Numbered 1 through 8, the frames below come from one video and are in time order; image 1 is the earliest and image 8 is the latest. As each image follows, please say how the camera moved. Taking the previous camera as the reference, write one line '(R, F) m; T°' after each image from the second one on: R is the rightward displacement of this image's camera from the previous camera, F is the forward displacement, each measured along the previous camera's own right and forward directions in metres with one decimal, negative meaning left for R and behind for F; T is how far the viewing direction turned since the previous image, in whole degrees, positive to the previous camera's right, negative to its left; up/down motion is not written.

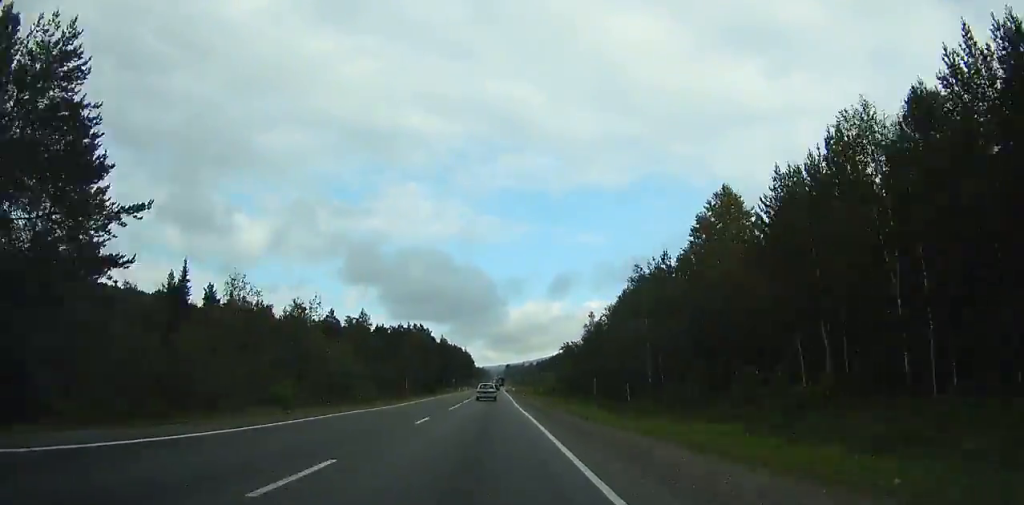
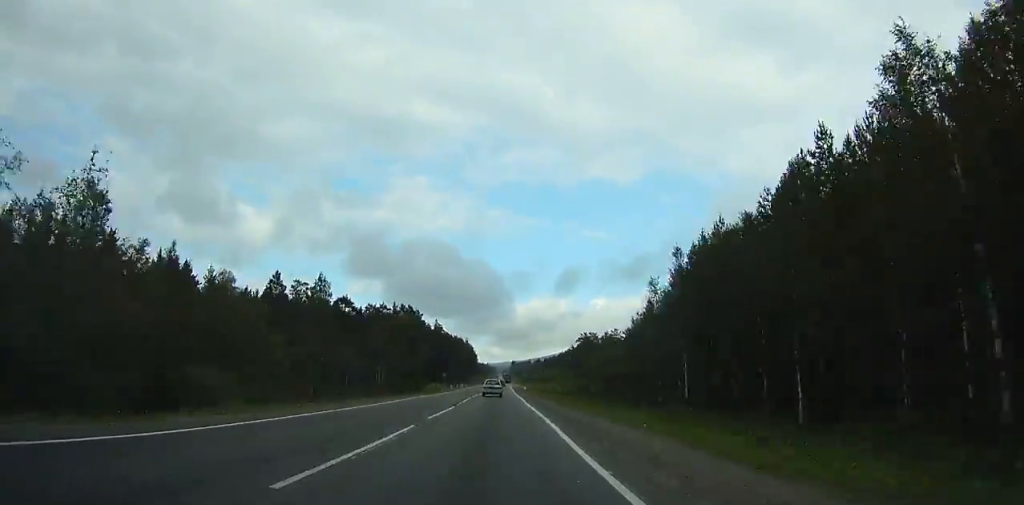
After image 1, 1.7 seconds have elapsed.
(-0.1, +35.5) m; 0°
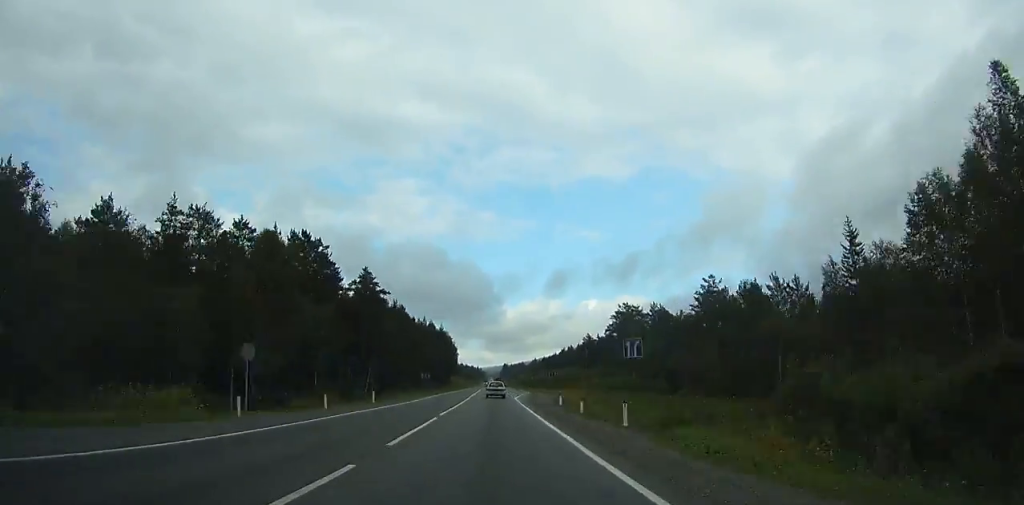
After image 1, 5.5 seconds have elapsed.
(0.0, +78.5) m; 0°
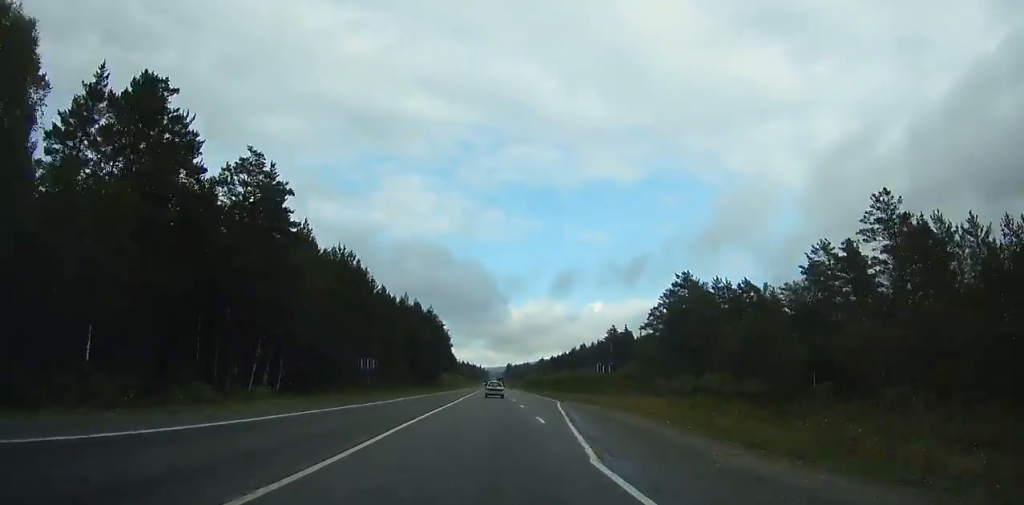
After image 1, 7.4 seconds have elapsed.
(+0.1, +39.2) m; 0°
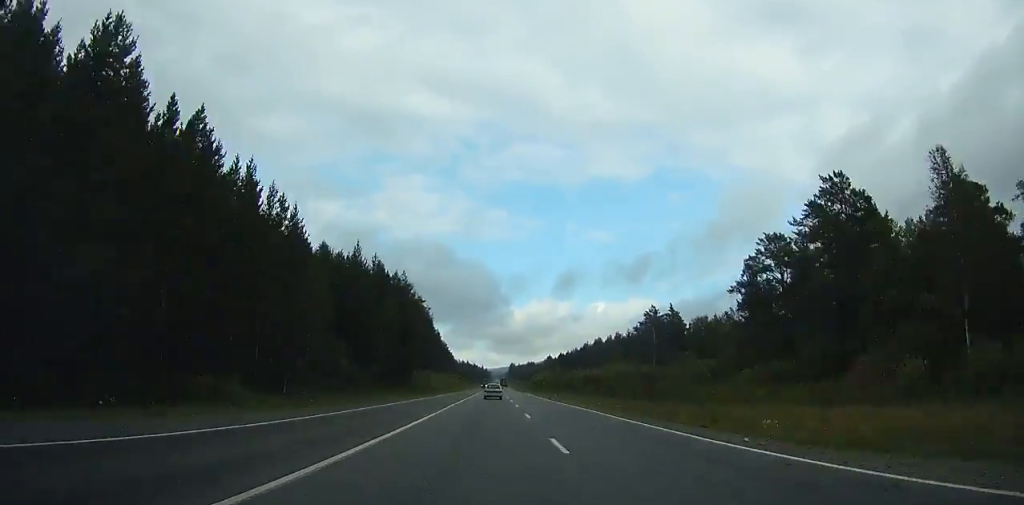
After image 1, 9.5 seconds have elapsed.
(+0.1, +43.5) m; 0°
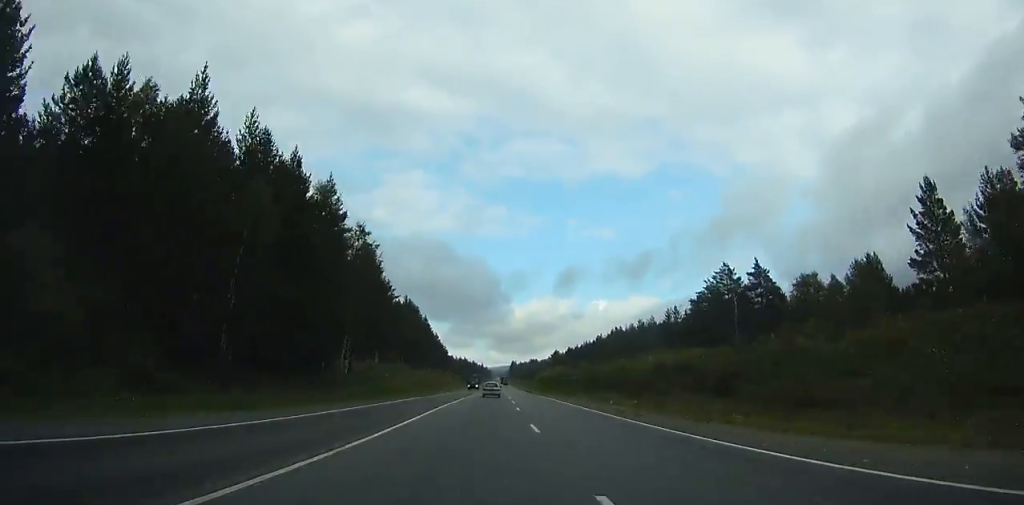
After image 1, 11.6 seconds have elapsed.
(-0.2, +45.0) m; 0°
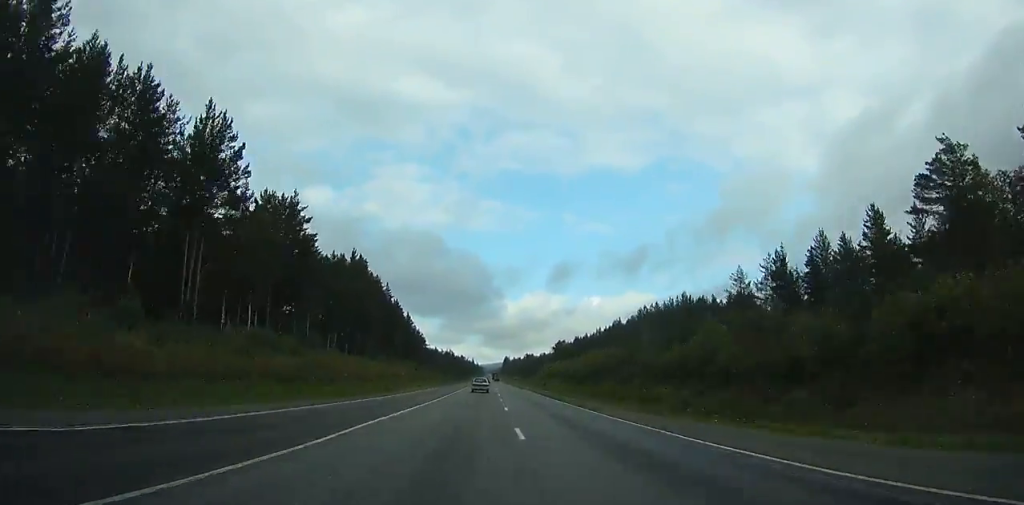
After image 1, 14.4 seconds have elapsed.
(+0.1, +62.5) m; 0°
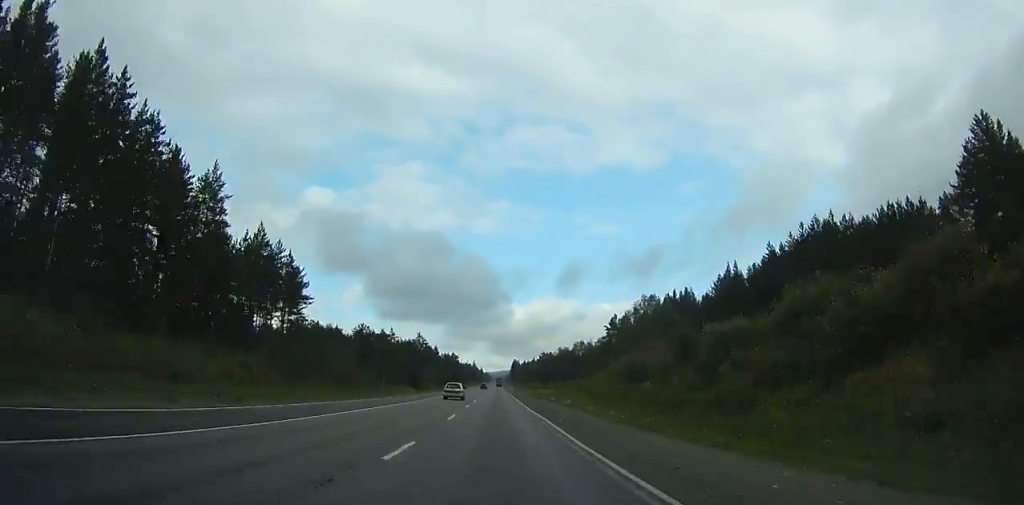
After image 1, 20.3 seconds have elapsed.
(+0.2, +144.1) m; -1°
